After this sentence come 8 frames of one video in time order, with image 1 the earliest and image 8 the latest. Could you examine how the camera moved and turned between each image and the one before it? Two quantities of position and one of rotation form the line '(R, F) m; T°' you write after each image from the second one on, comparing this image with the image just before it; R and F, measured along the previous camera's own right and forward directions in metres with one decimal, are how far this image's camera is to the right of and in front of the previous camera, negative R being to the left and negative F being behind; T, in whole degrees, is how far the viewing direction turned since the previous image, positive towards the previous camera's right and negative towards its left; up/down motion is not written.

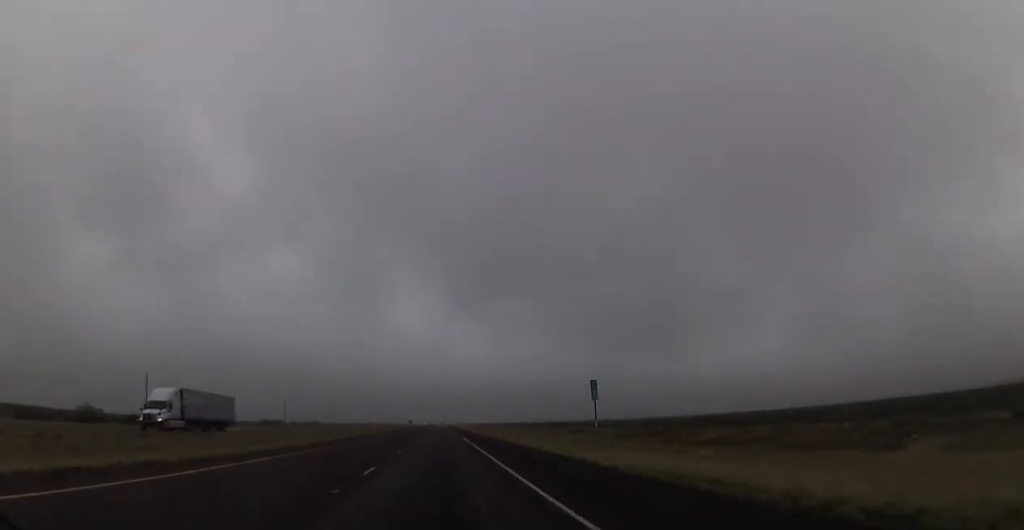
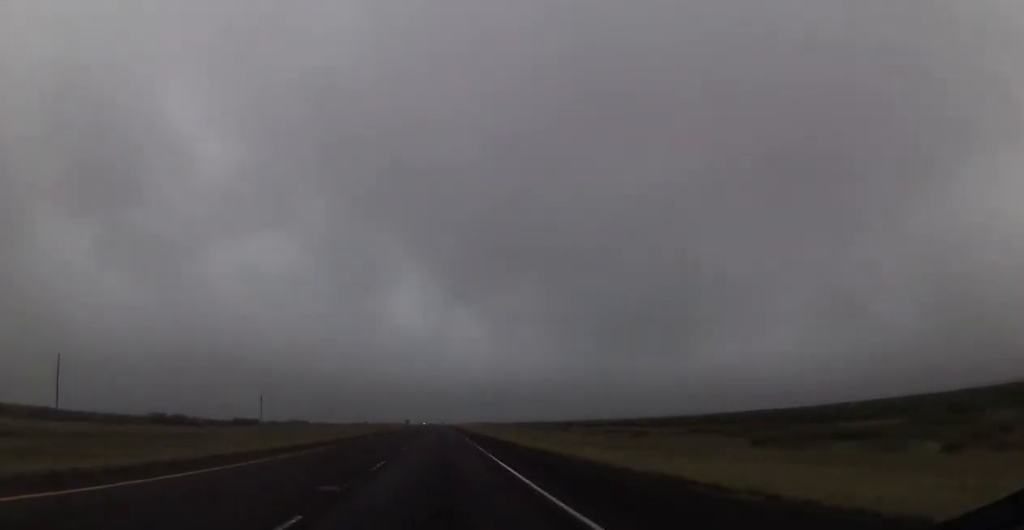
(0.0, +34.8) m; 0°
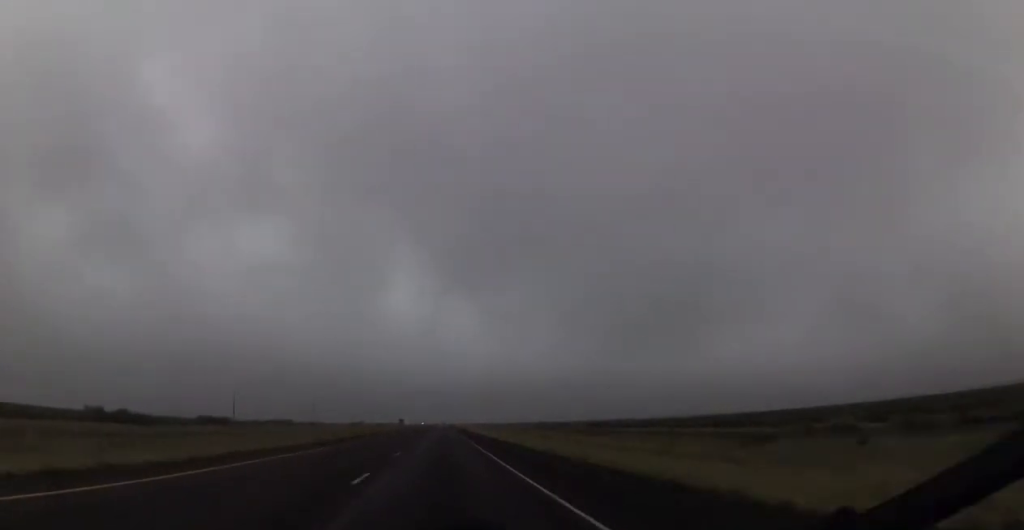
(0.0, +29.0) m; 0°
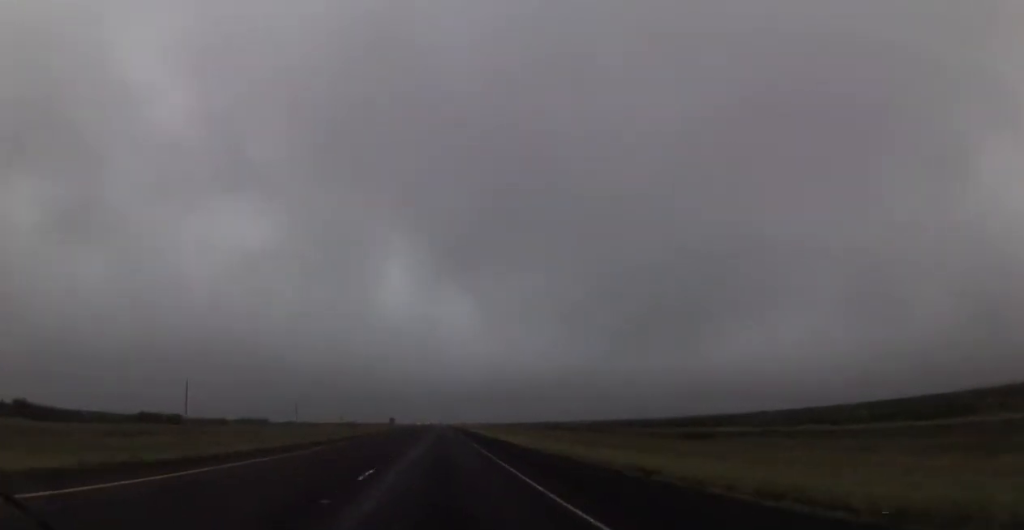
(-0.3, +36.0) m; -1°
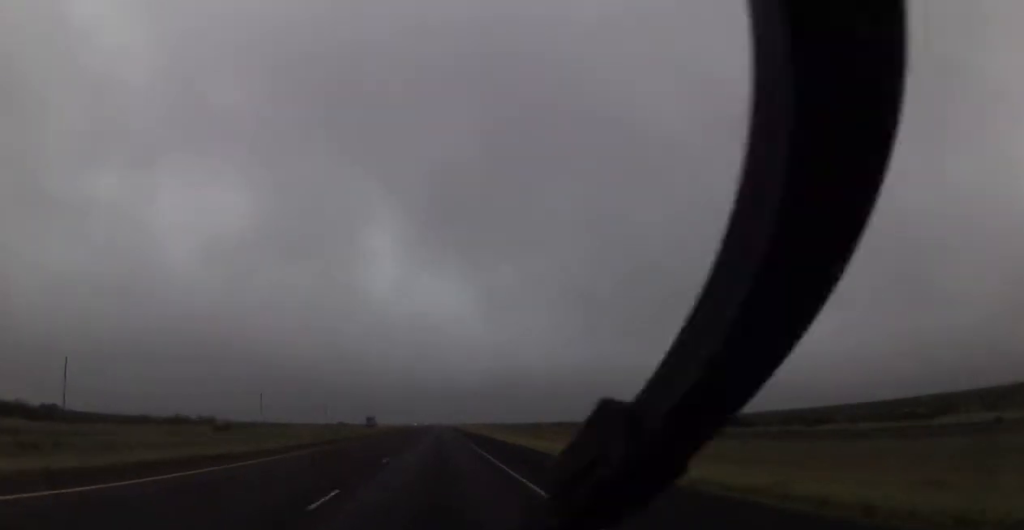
(+0.4, +54.6) m; +1°
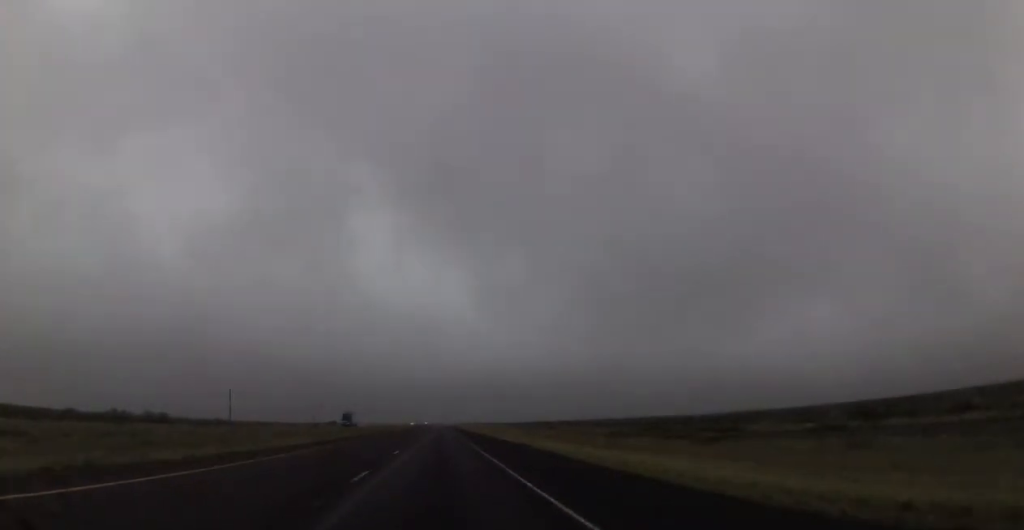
(+0.1, +32.5) m; 0°
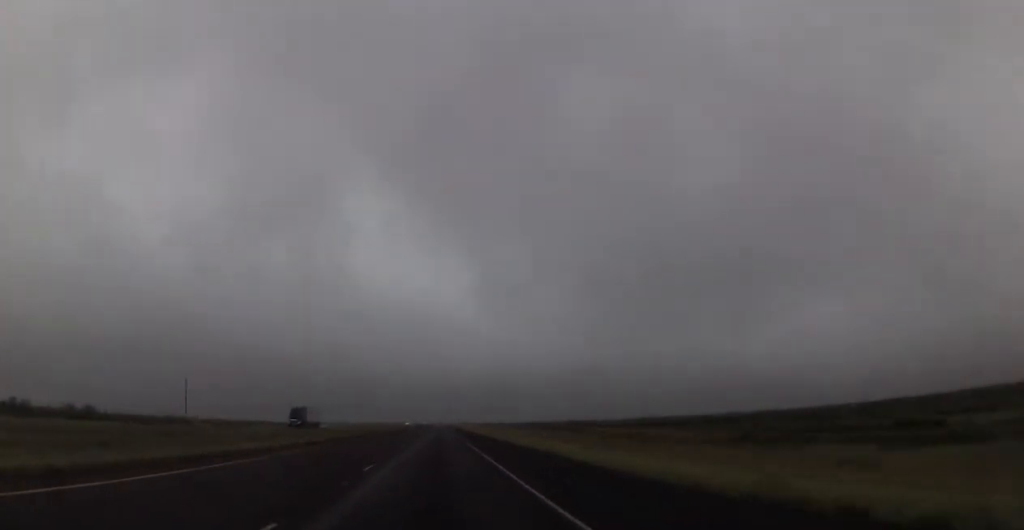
(0.0, +33.6) m; 0°
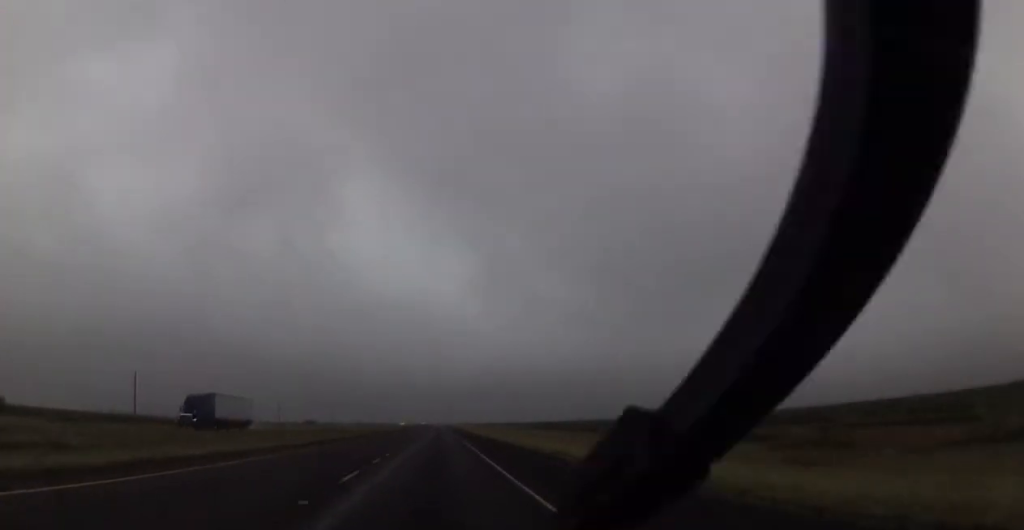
(0.0, +27.8) m; 0°
